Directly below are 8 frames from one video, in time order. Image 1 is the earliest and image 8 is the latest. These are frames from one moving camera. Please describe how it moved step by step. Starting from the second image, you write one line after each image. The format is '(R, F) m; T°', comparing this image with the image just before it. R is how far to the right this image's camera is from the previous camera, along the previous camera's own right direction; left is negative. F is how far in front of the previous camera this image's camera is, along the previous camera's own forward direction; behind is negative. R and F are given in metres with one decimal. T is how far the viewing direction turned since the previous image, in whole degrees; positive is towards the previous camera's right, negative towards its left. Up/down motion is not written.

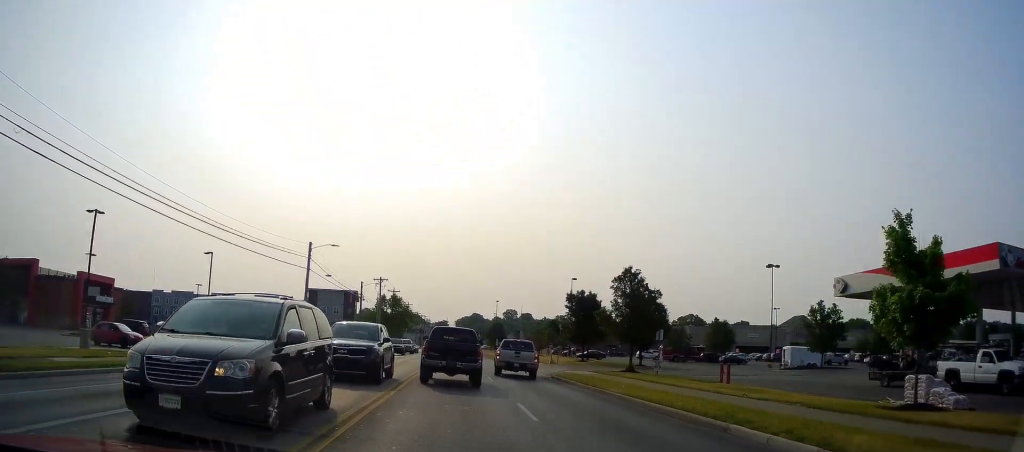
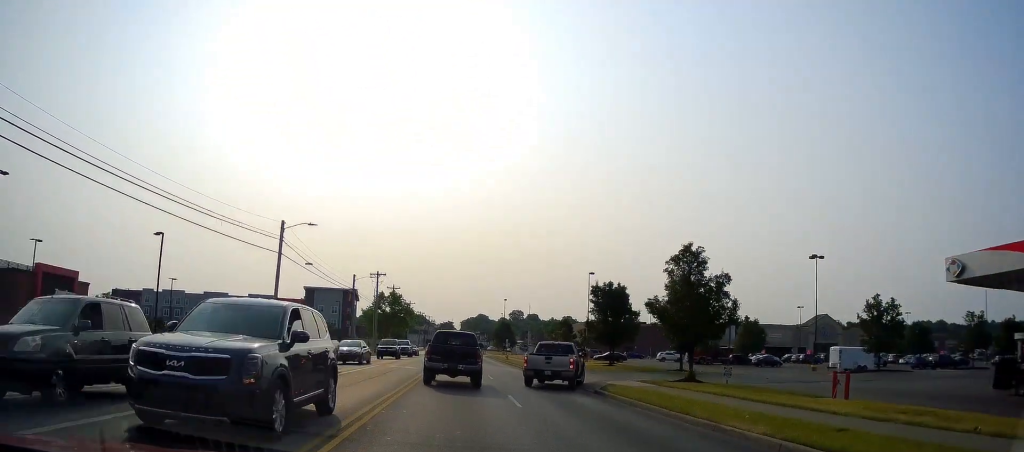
(0.0, +9.1) m; 0°
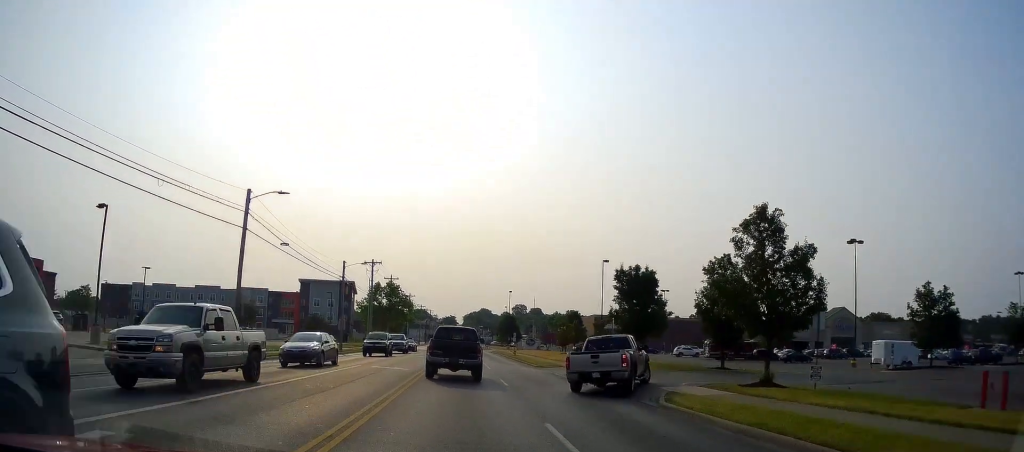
(0.0, +7.0) m; 0°
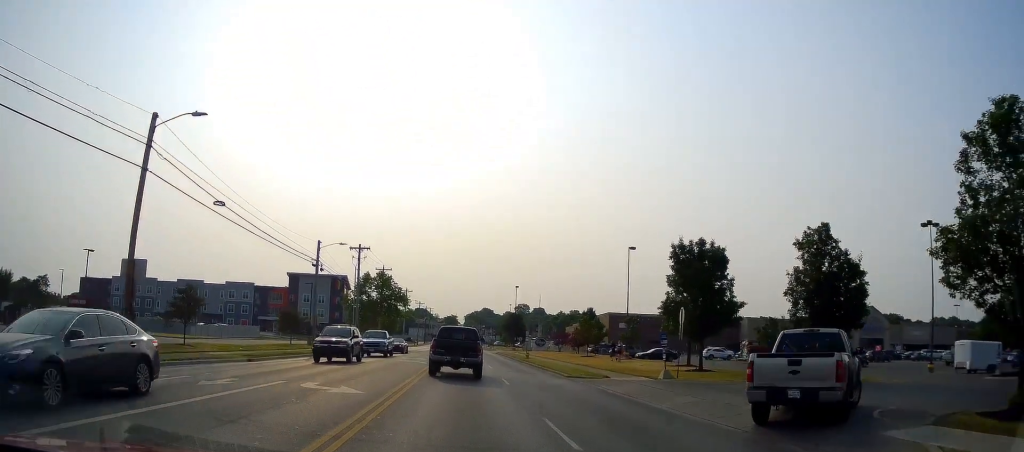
(-0.1, +11.6) m; 0°
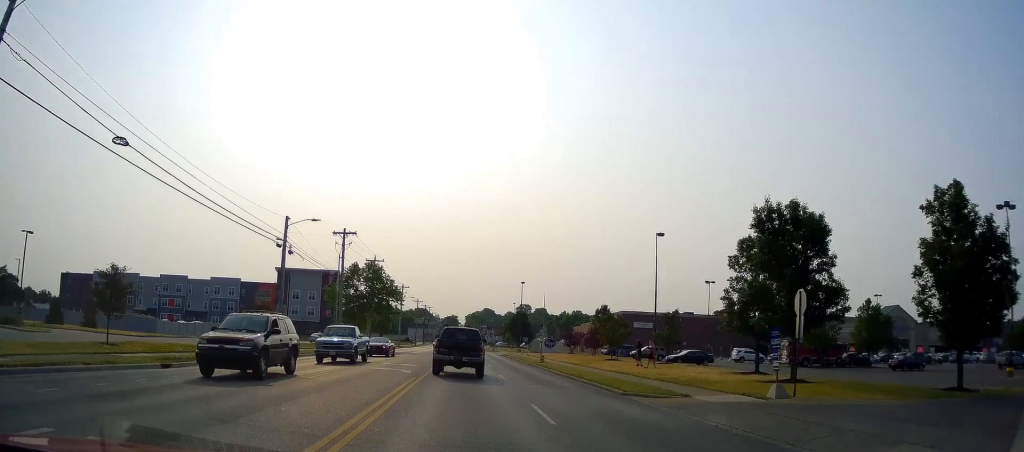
(0.0, +9.7) m; -2°
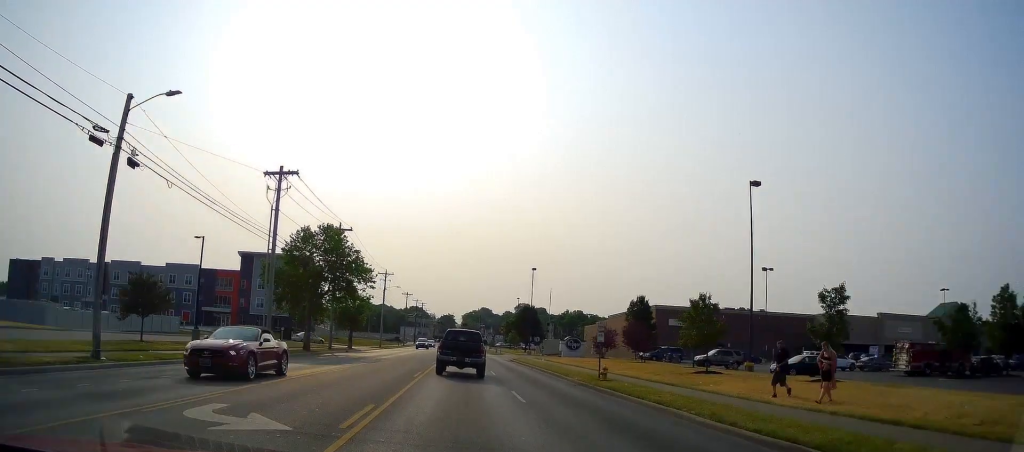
(-0.6, +20.7) m; -1°
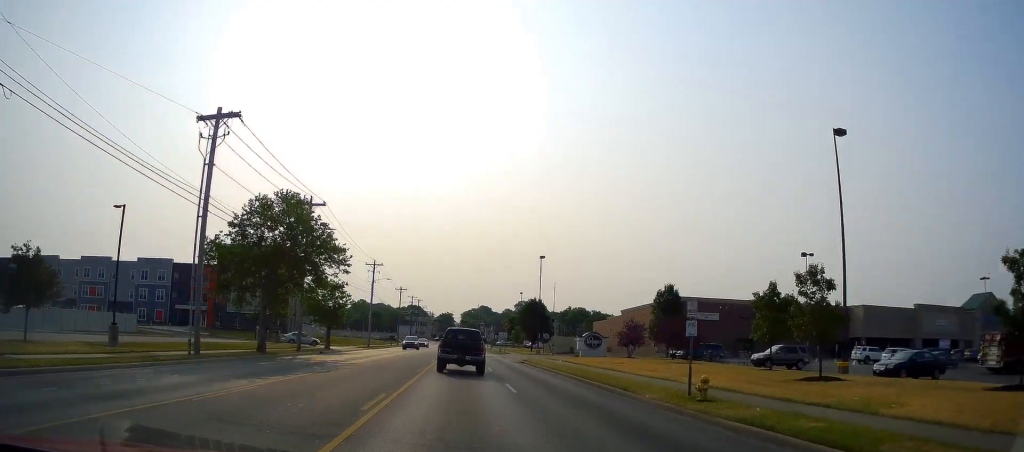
(+0.3, +10.5) m; +2°
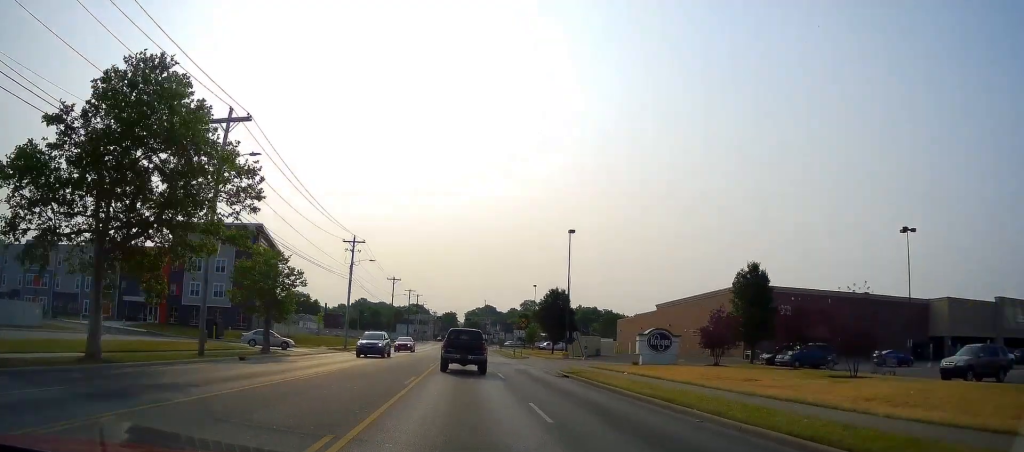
(+0.1, +18.0) m; 0°
